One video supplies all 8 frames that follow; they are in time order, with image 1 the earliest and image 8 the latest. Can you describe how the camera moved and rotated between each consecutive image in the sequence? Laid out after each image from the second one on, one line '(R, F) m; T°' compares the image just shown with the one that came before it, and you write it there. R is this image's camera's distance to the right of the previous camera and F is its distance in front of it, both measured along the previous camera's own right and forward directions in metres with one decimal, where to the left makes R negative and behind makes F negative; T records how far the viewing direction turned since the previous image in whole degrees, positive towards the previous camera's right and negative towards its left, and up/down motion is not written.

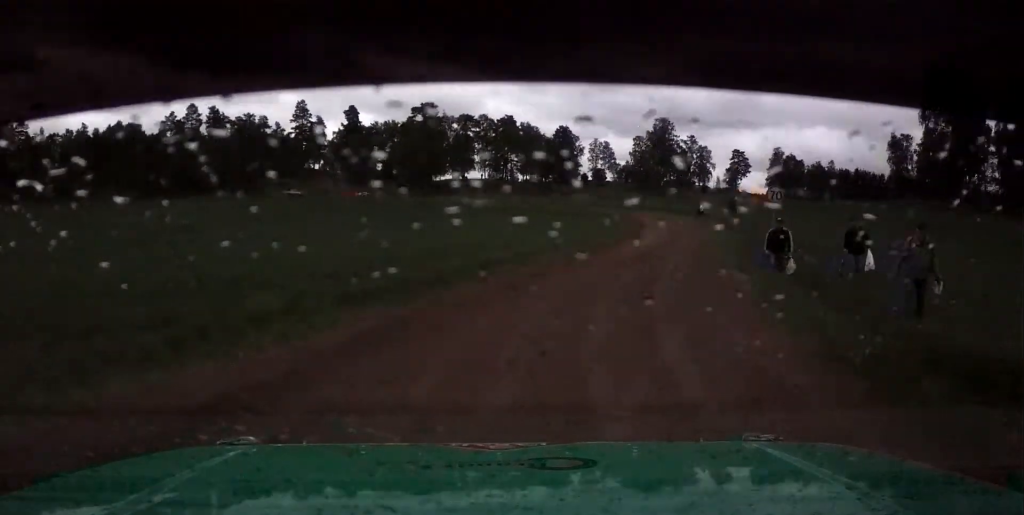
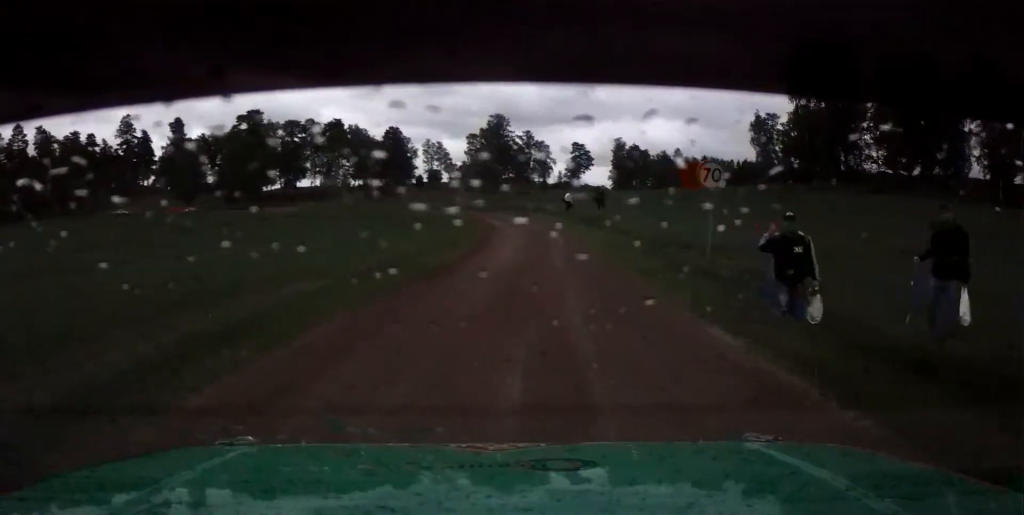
(+1.4, +9.7) m; +10°
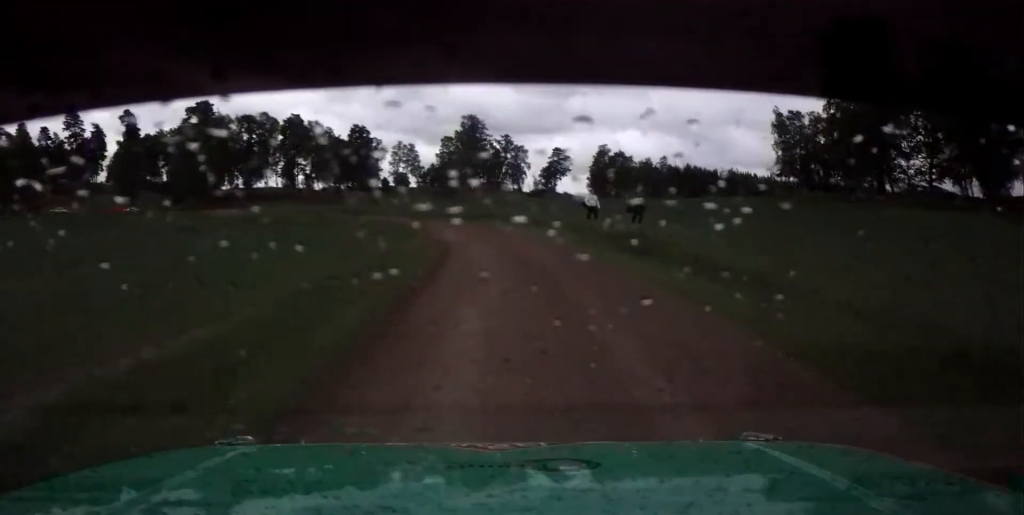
(+0.9, +17.9) m; +3°
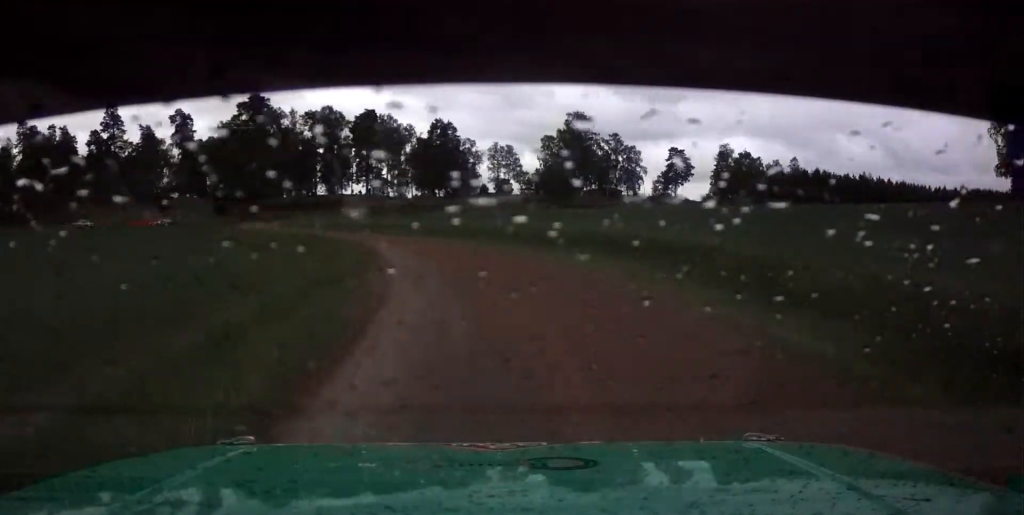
(-1.0, +28.6) m; -9°
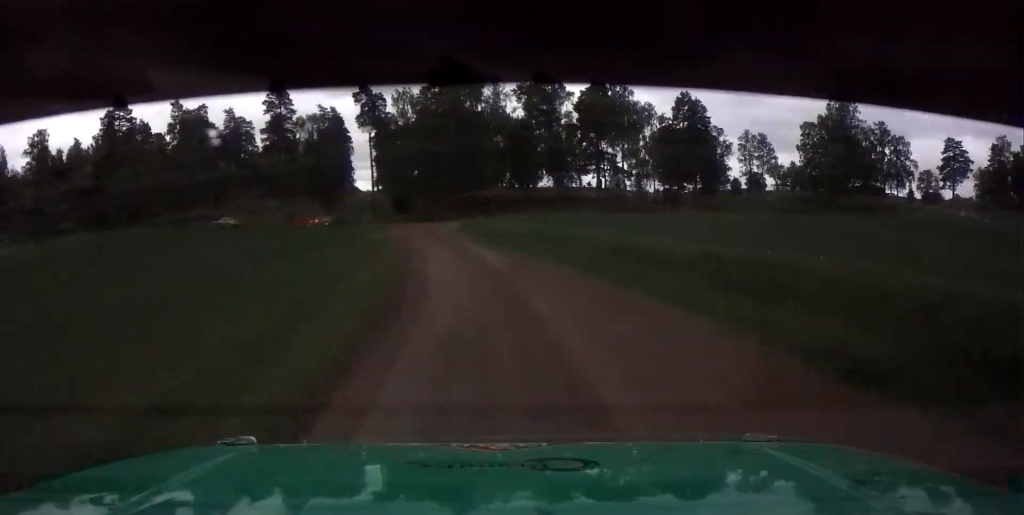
(-4.9, +32.5) m; -14°
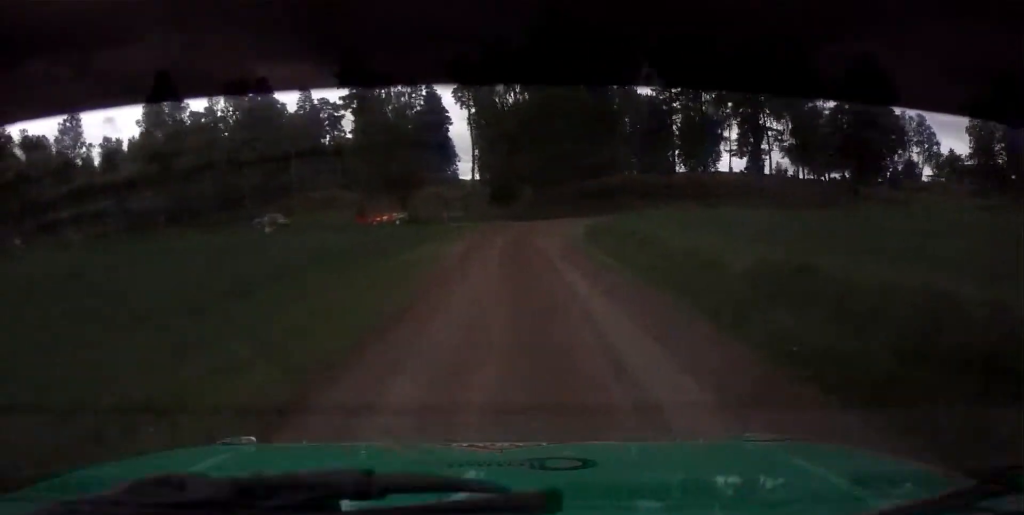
(-1.8, +27.2) m; -5°
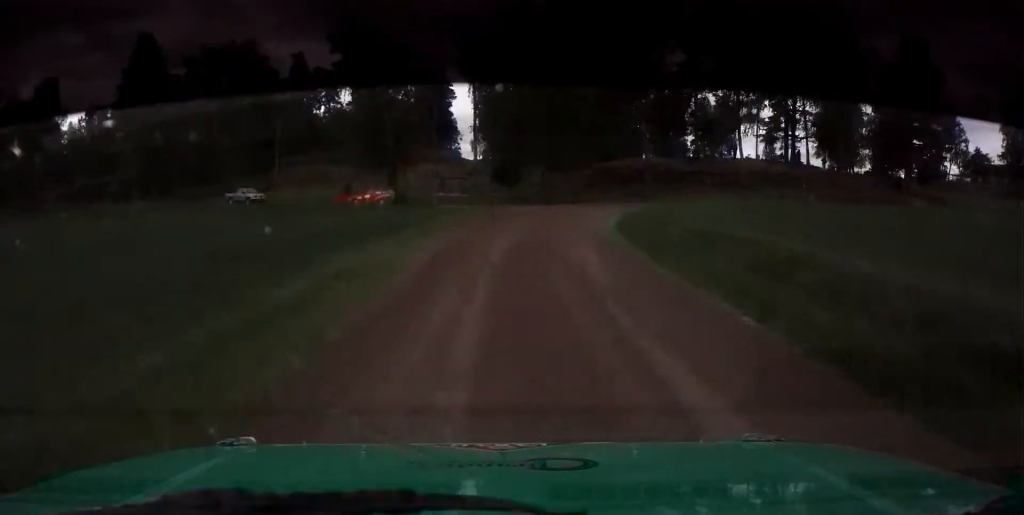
(-0.1, +9.2) m; +1°
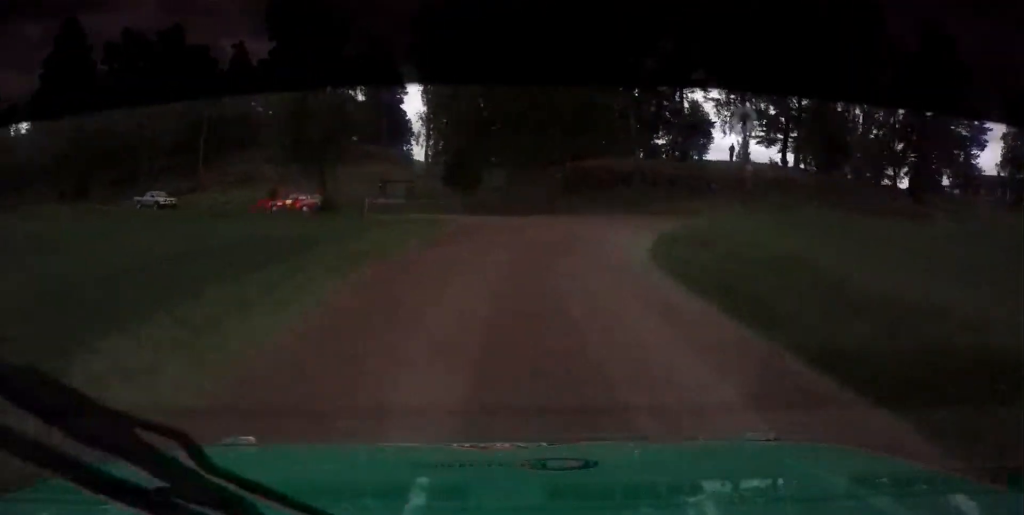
(-0.4, +12.8) m; +4°
